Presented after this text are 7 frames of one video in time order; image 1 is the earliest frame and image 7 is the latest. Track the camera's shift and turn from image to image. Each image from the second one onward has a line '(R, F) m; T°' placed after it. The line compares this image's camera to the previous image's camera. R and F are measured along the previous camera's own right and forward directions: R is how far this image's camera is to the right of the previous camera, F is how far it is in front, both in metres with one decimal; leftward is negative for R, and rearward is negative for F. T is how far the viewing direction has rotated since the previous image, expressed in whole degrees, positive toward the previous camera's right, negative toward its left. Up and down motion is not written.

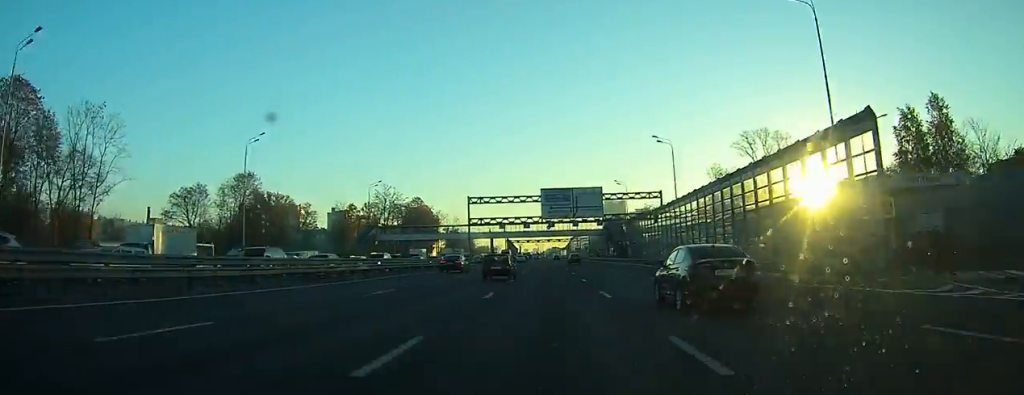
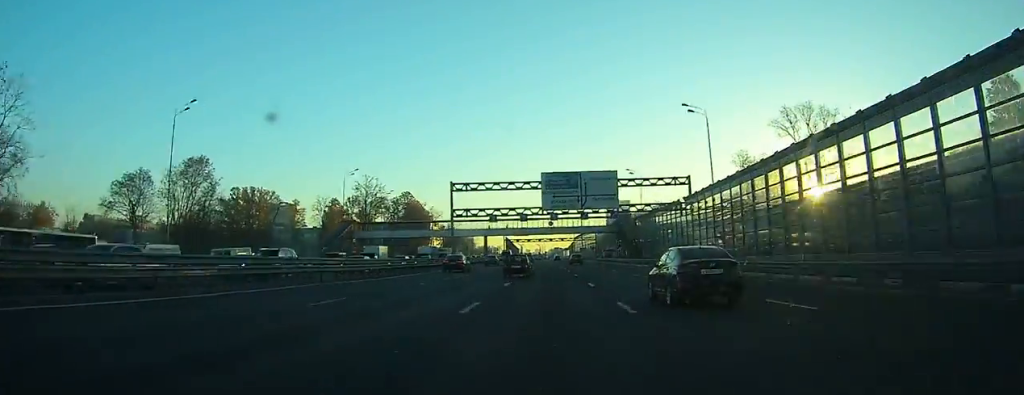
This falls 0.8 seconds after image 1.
(0.0, +17.6) m; 0°
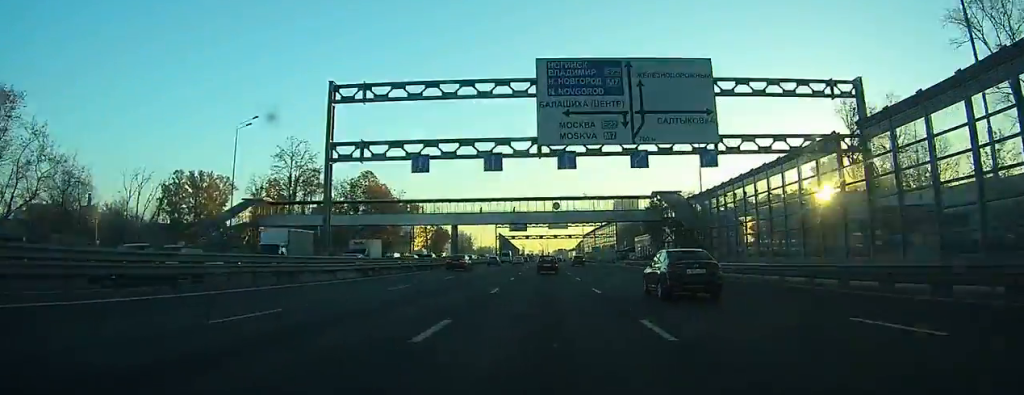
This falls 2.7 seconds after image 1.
(-0.1, +42.4) m; 0°
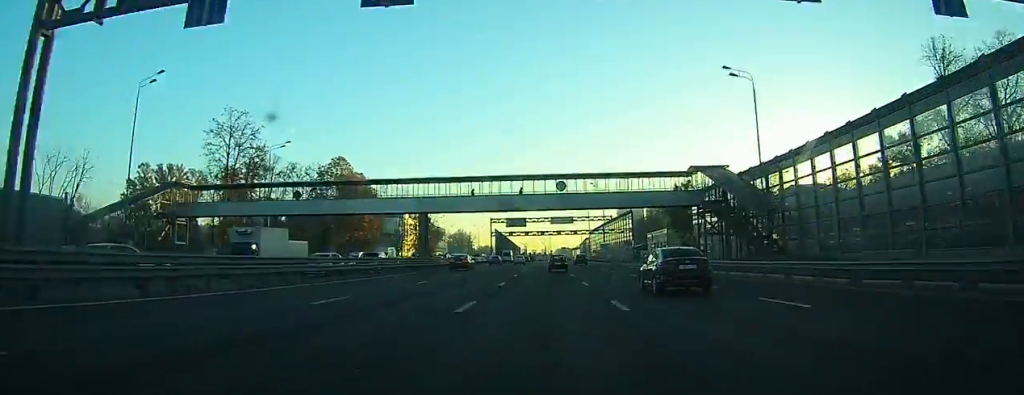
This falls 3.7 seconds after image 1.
(0.0, +19.4) m; 0°
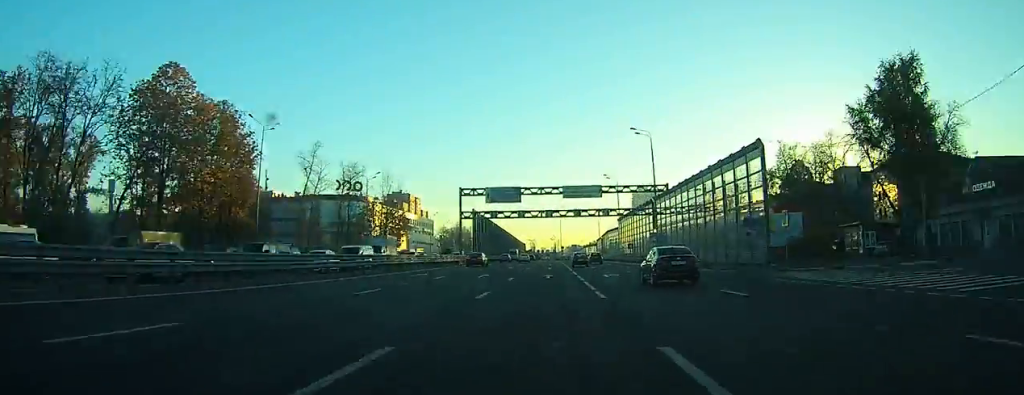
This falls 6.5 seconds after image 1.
(-0.5, +56.3) m; -1°
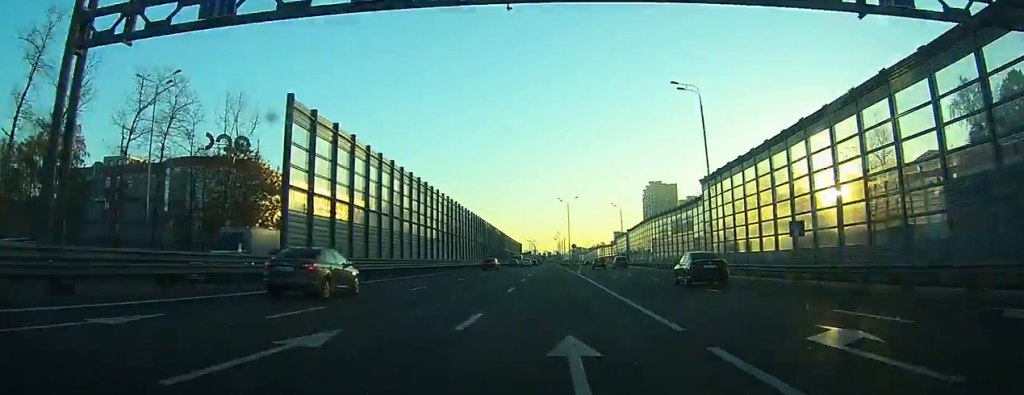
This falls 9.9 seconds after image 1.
(-0.2, +66.8) m; -1°
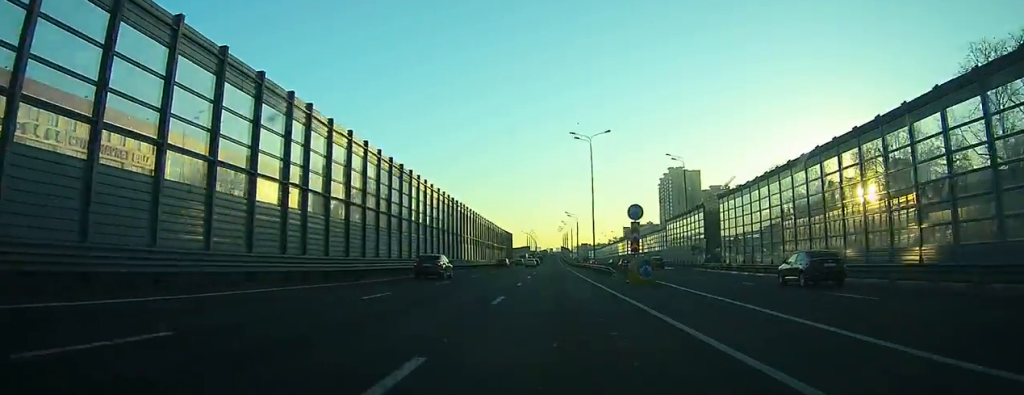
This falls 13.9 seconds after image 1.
(-0.8, +80.4) m; -1°
